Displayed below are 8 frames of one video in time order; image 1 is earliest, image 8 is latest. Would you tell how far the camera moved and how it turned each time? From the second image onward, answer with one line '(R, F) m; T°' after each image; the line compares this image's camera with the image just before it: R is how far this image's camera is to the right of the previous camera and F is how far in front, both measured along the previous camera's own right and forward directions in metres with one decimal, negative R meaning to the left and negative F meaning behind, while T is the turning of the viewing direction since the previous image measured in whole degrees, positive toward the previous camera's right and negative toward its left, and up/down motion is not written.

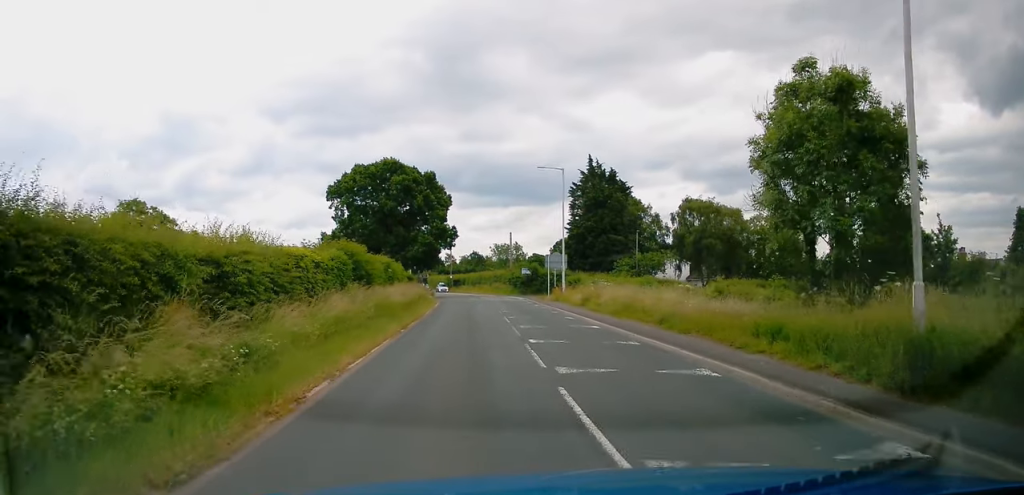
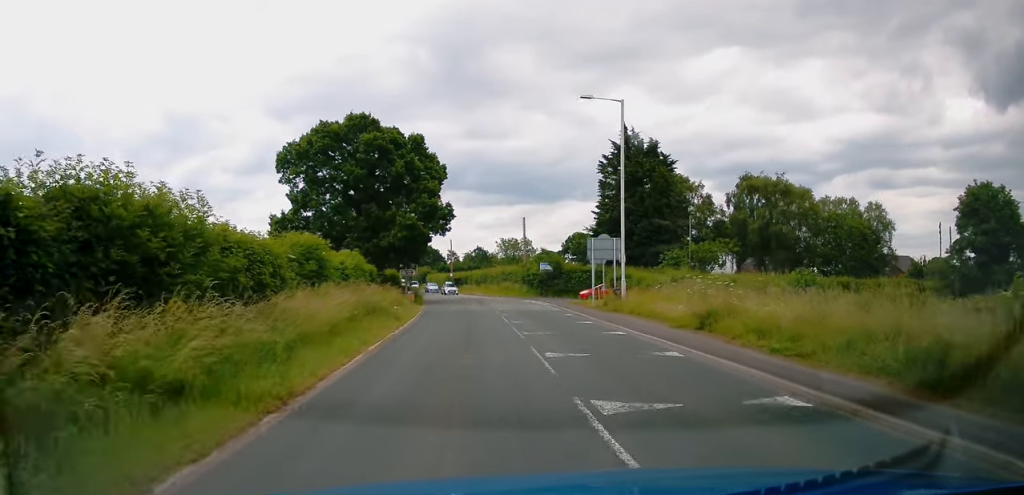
(-0.2, +17.8) m; -1°
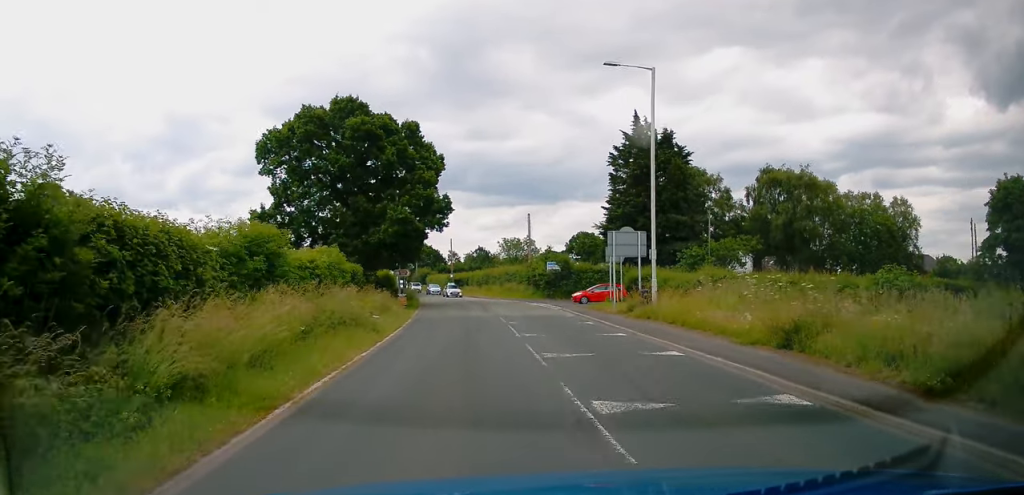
(+0.1, +4.6) m; 0°
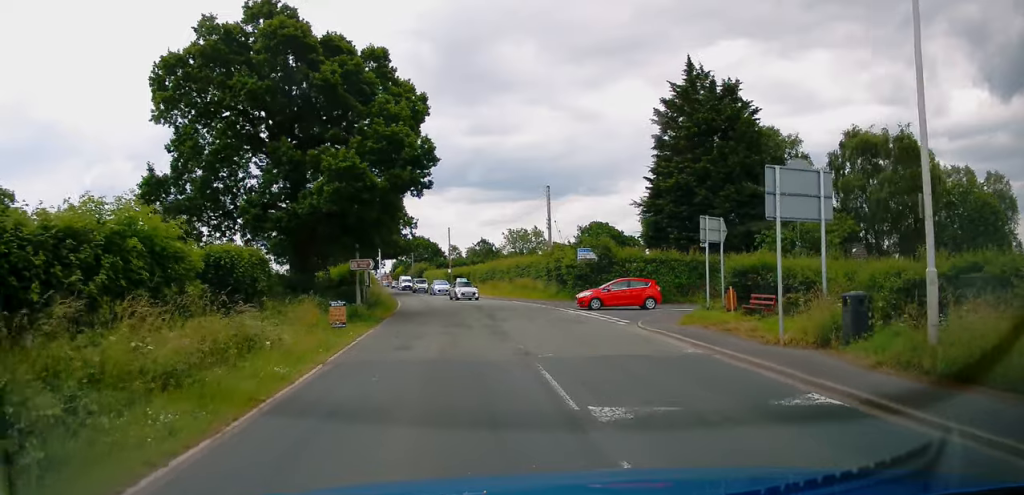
(-0.2, +15.4) m; -1°
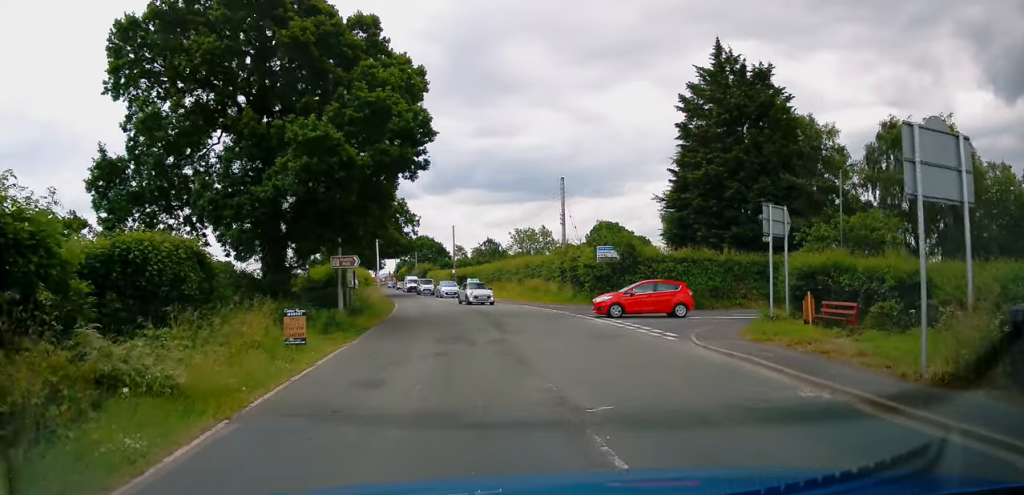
(+0.1, +4.8) m; -1°
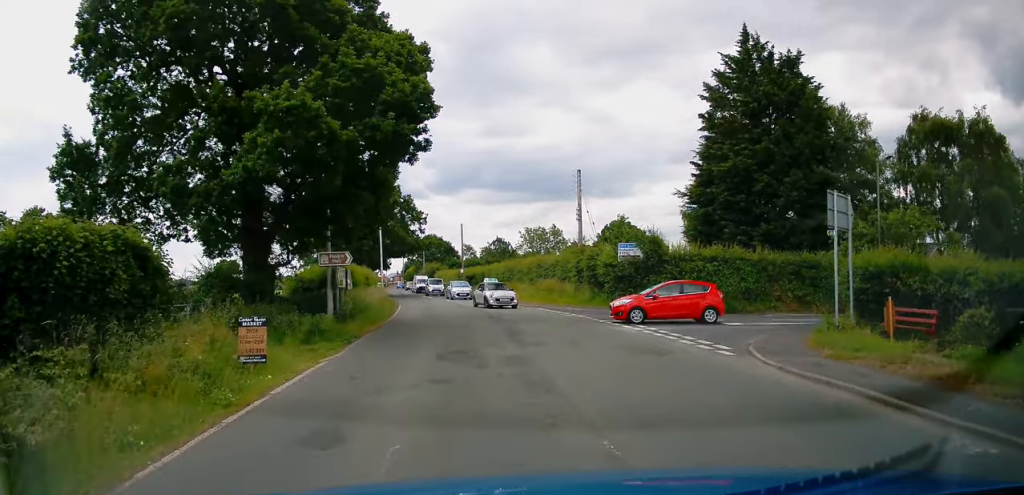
(-0.1, +3.0) m; -2°
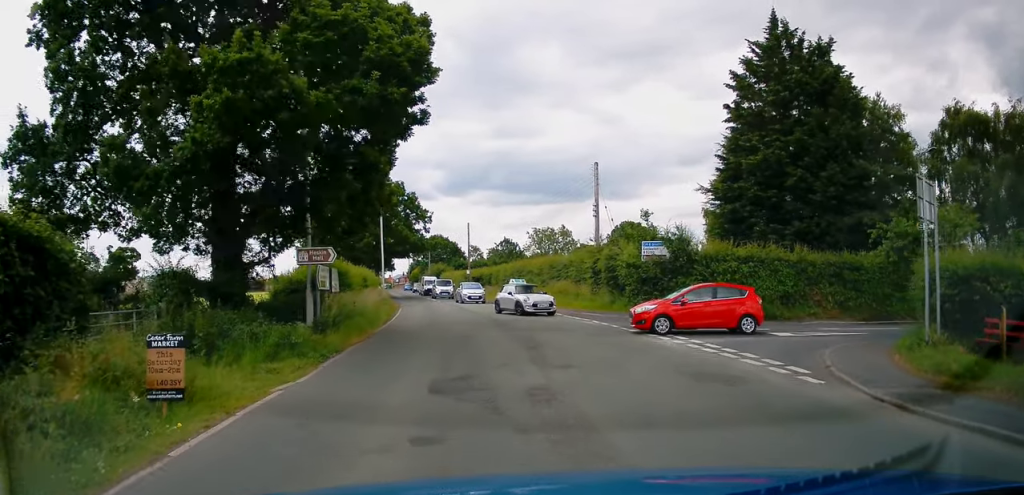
(-0.1, +3.5) m; -2°
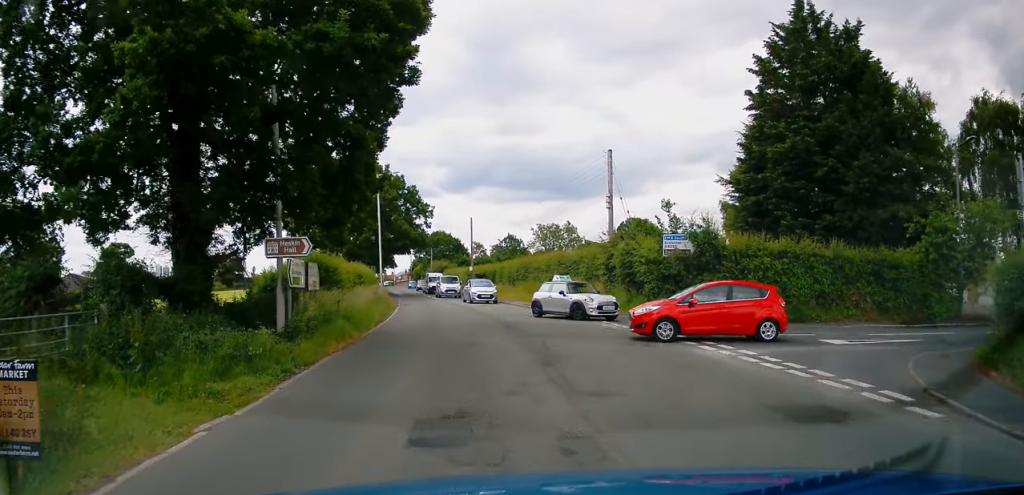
(-0.1, +3.0) m; 0°
